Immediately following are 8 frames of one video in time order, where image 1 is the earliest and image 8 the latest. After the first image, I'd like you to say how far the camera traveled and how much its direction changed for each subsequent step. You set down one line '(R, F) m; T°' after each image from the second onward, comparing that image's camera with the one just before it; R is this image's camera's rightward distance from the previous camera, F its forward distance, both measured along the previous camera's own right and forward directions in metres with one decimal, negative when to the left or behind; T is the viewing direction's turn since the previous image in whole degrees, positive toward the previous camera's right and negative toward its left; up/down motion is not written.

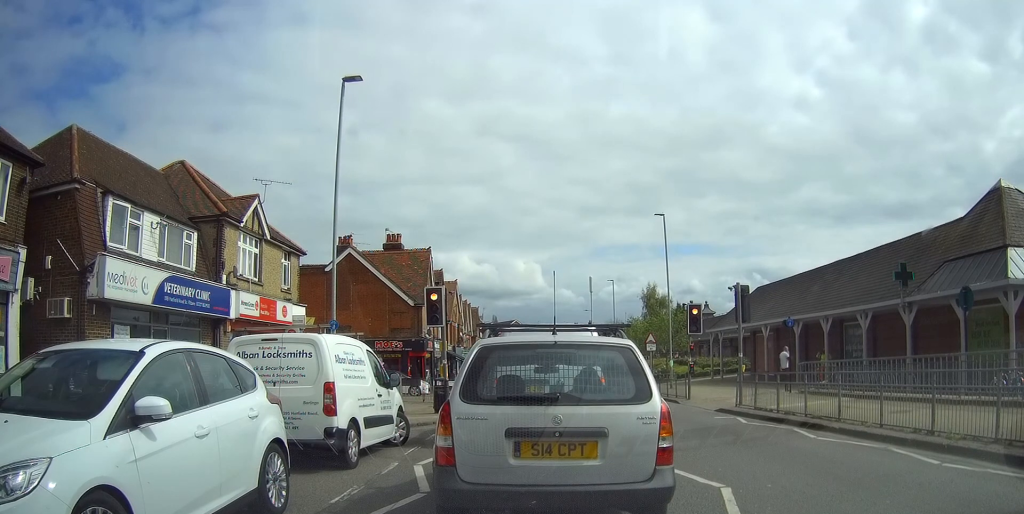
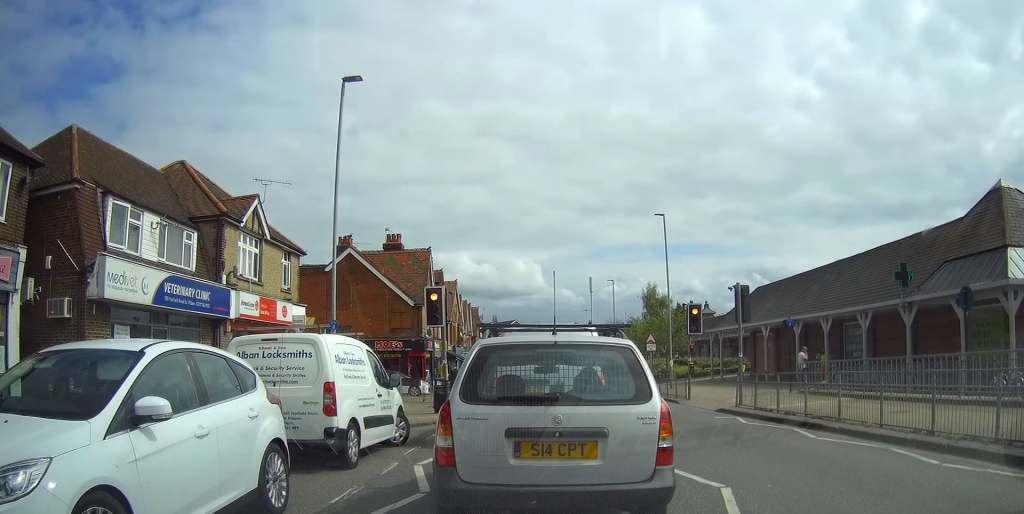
(0.0, 0.0) m; 0°
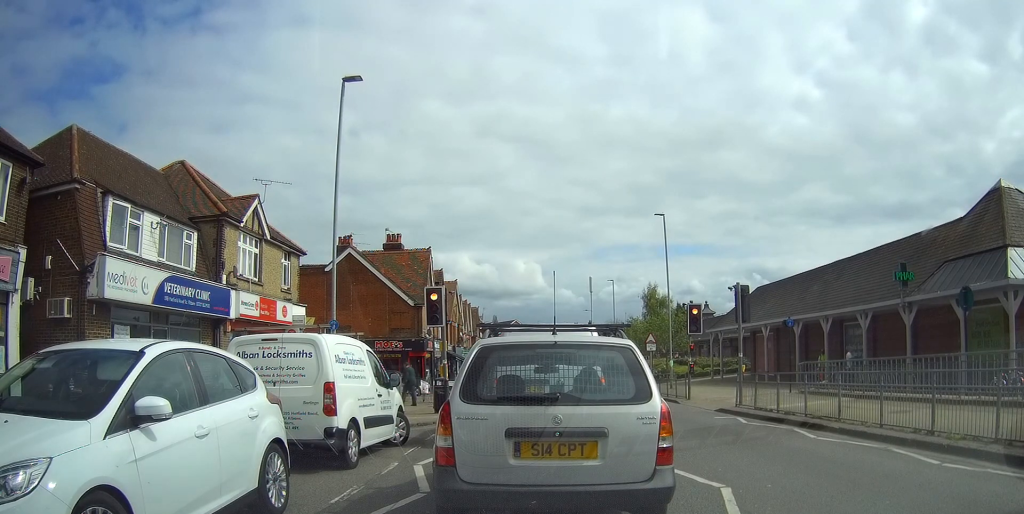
(-0.2, +0.3) m; 0°
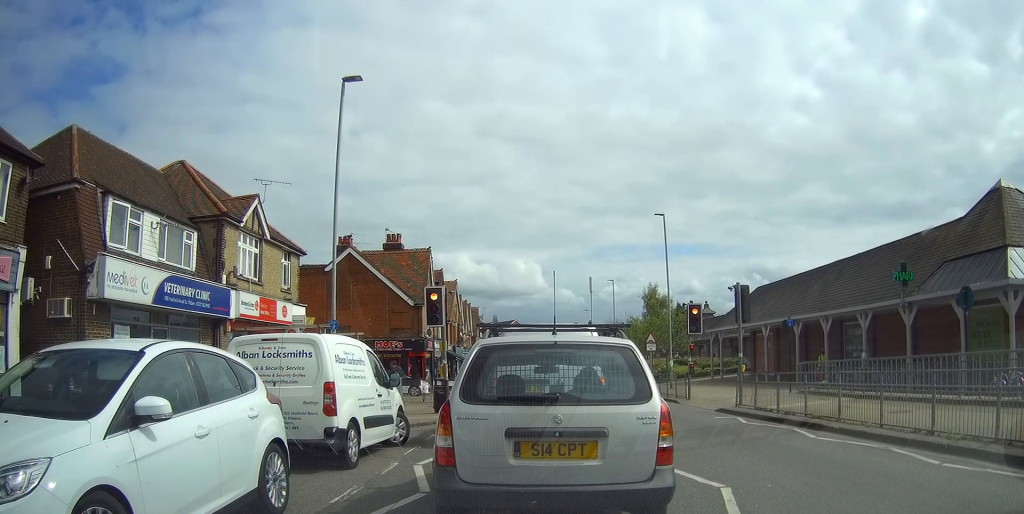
(0.0, 0.0) m; 0°
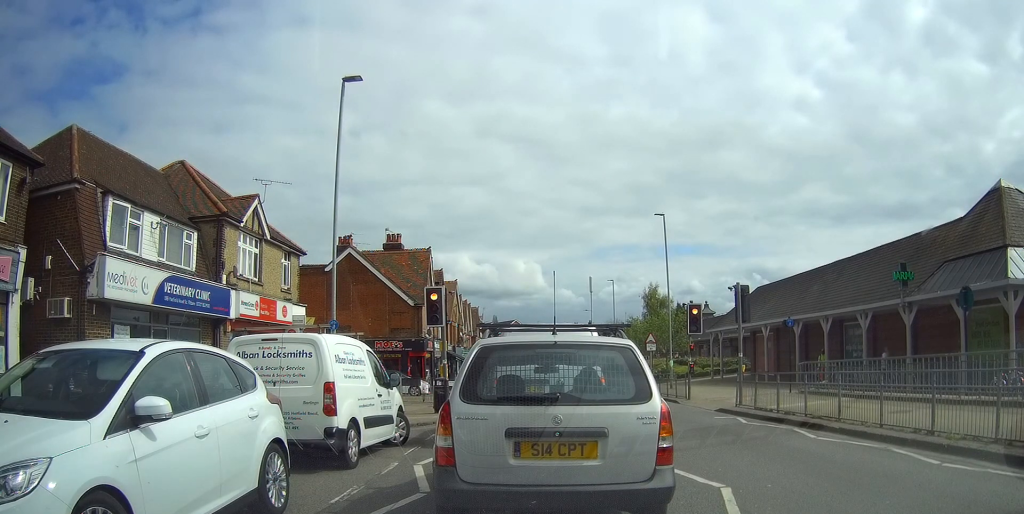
(0.0, 0.0) m; 0°
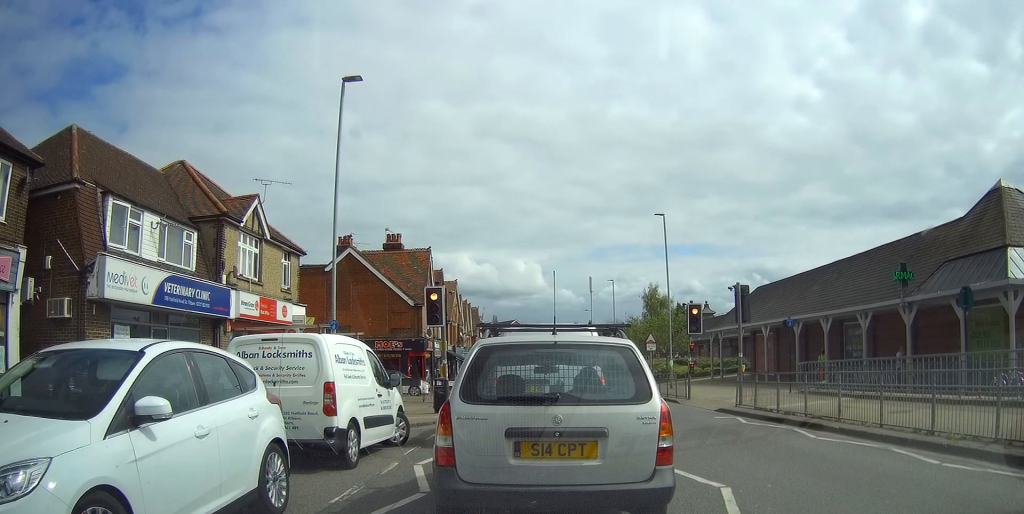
(0.0, 0.0) m; 0°
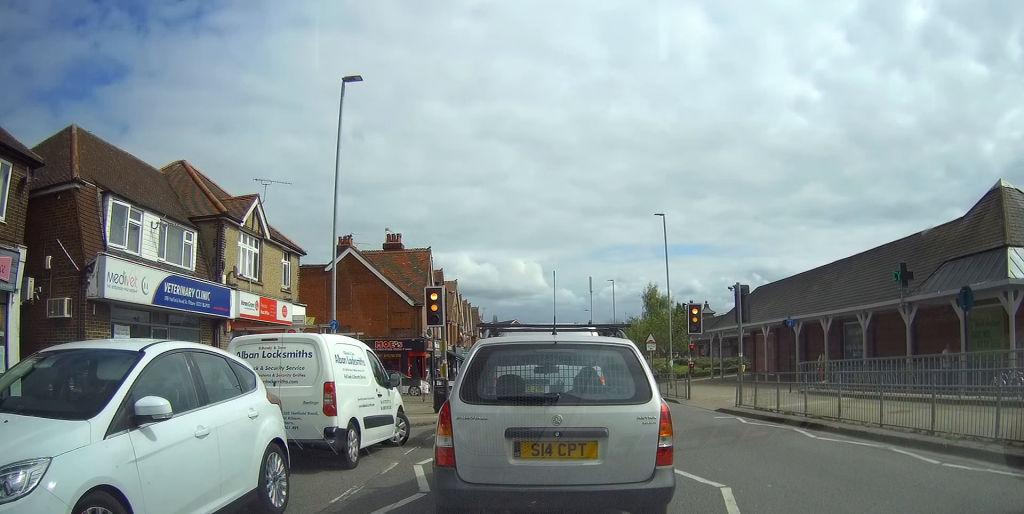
(0.0, +0.3) m; 0°
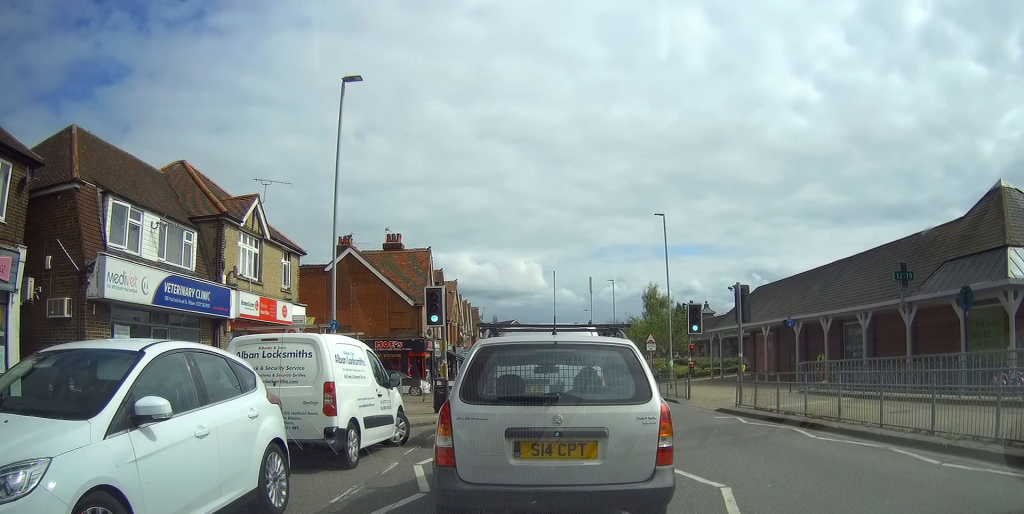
(0.0, +0.3) m; 0°
